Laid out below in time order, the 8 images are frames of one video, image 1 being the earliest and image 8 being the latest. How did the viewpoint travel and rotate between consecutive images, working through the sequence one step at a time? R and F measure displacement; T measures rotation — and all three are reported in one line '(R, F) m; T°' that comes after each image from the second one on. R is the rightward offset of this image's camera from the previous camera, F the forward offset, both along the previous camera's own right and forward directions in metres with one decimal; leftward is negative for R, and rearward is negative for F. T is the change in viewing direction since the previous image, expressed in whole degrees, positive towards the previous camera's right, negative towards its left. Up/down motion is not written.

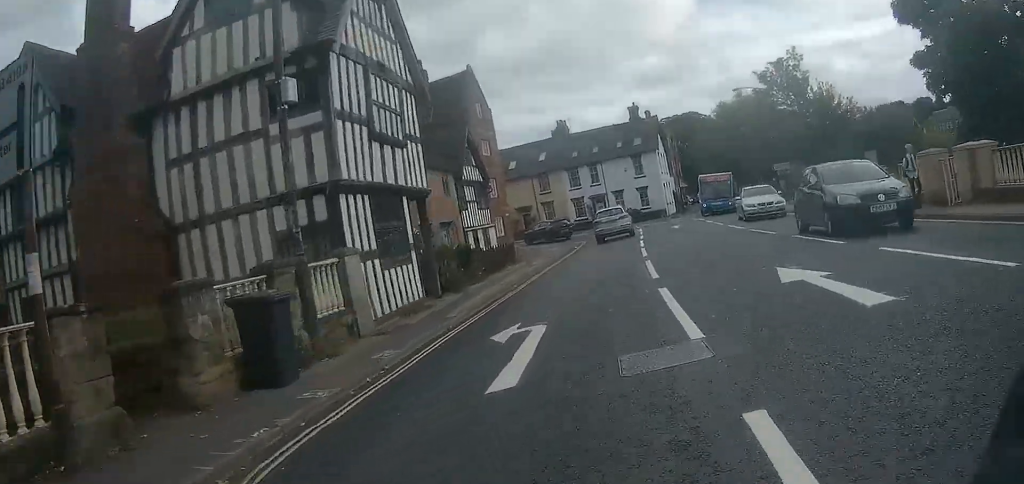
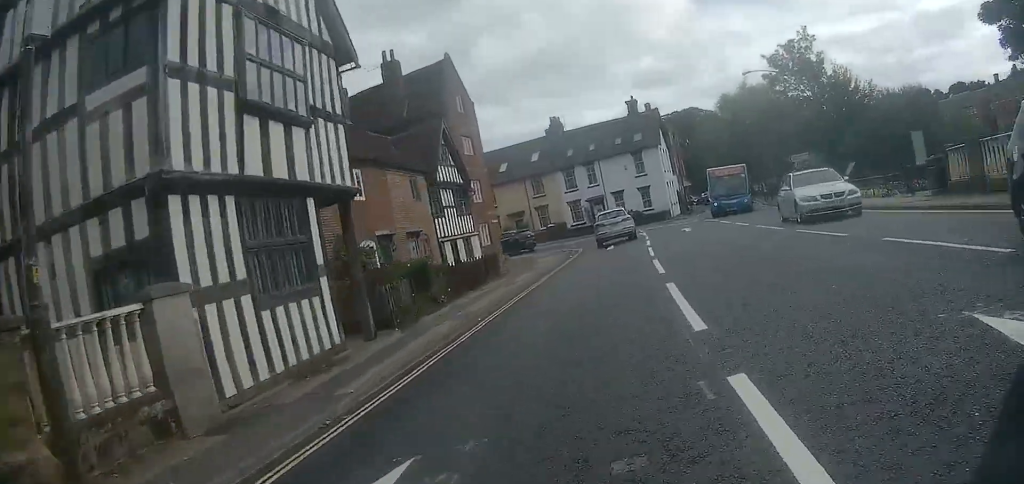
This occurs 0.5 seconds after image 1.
(0.0, +4.8) m; 0°
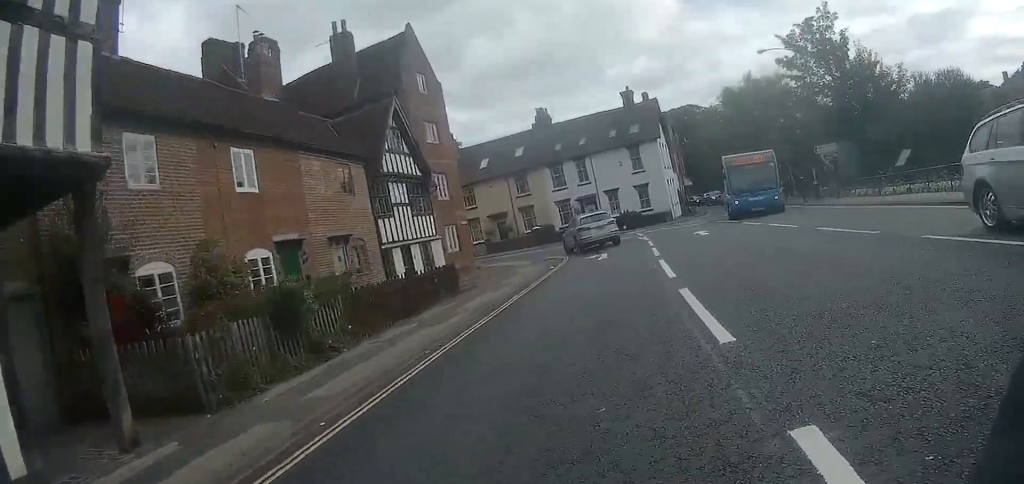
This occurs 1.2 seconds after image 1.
(+0.1, +6.5) m; 0°
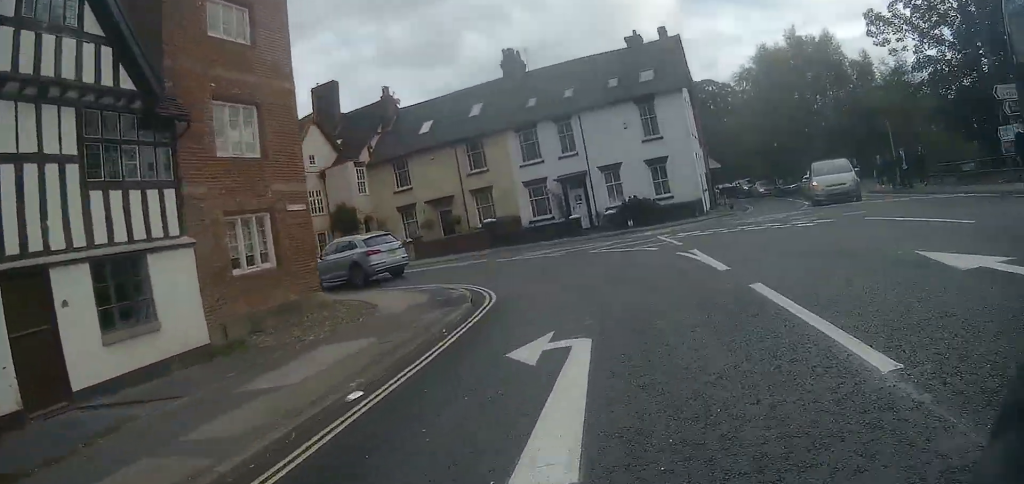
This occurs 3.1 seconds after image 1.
(-0.5, +17.1) m; -3°
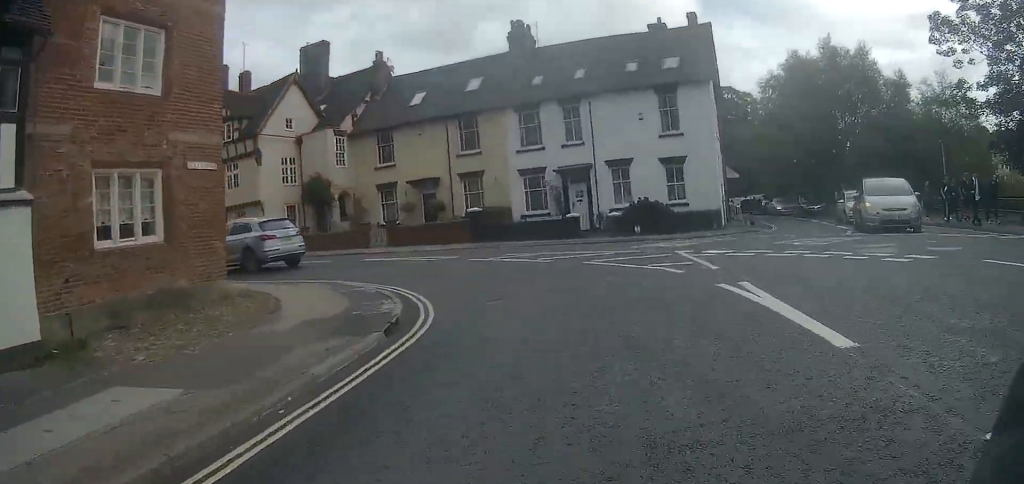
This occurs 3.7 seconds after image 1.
(0.0, +4.0) m; -2°
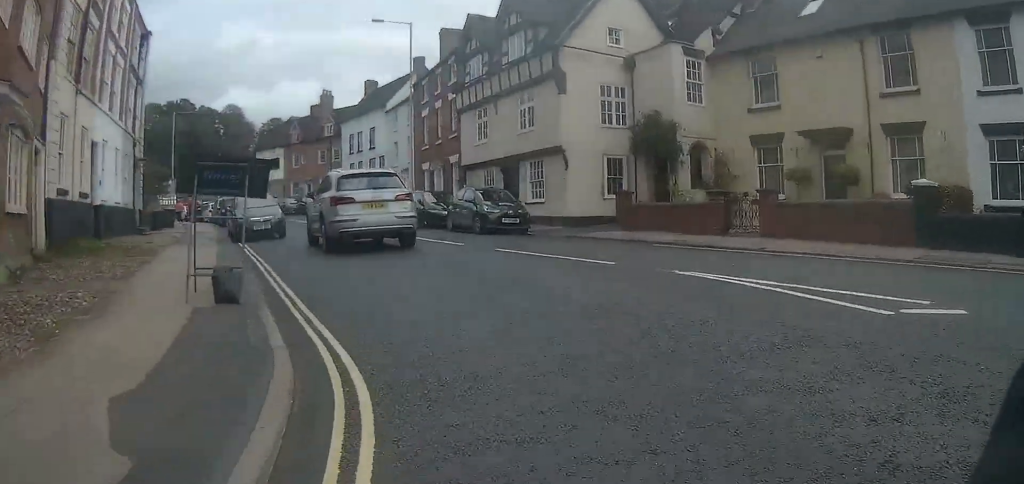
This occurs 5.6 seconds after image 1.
(-2.4, +11.4) m; -30°
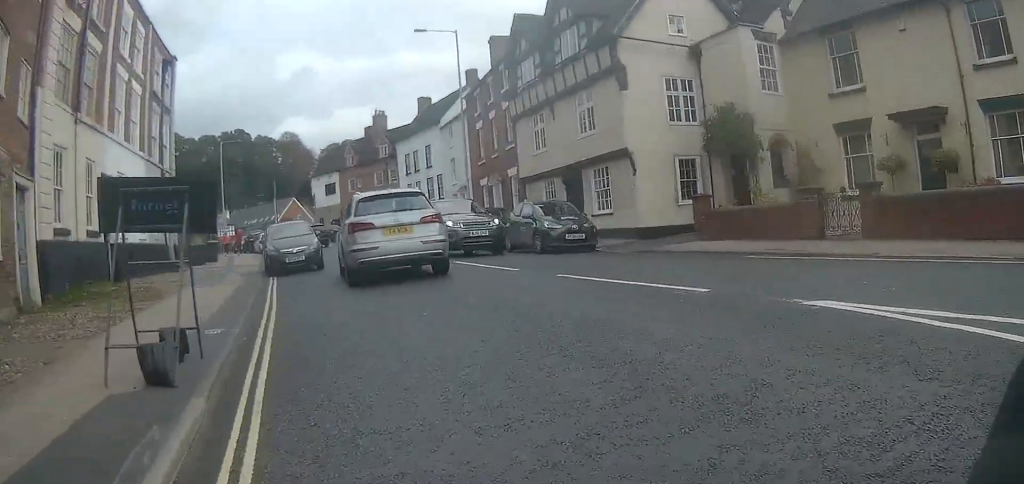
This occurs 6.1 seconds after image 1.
(-0.2, +2.0) m; -6°
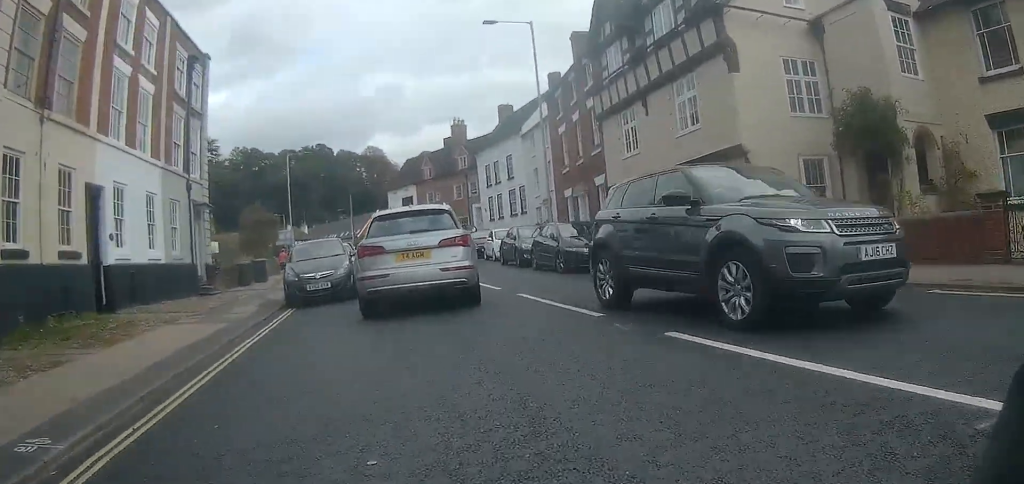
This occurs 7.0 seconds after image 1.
(-0.4, +3.7) m; -12°
